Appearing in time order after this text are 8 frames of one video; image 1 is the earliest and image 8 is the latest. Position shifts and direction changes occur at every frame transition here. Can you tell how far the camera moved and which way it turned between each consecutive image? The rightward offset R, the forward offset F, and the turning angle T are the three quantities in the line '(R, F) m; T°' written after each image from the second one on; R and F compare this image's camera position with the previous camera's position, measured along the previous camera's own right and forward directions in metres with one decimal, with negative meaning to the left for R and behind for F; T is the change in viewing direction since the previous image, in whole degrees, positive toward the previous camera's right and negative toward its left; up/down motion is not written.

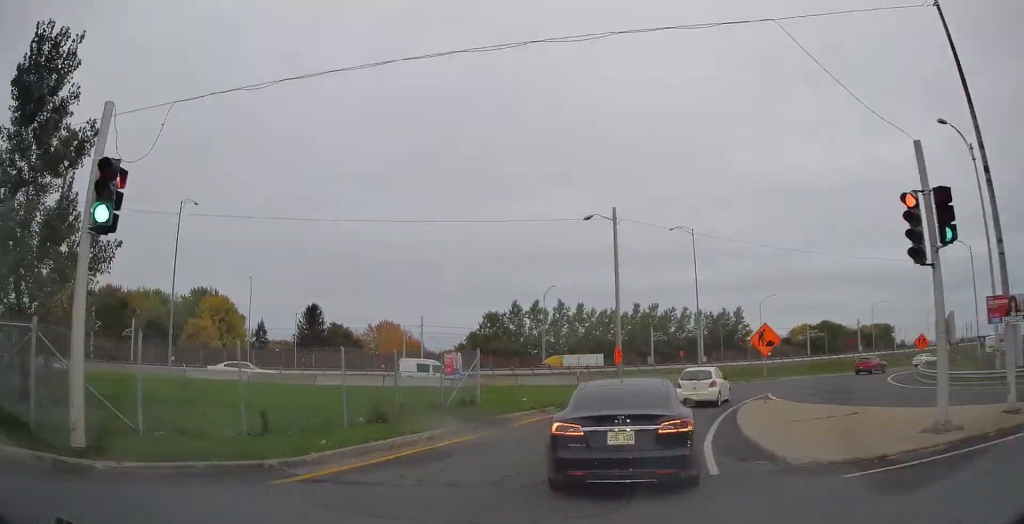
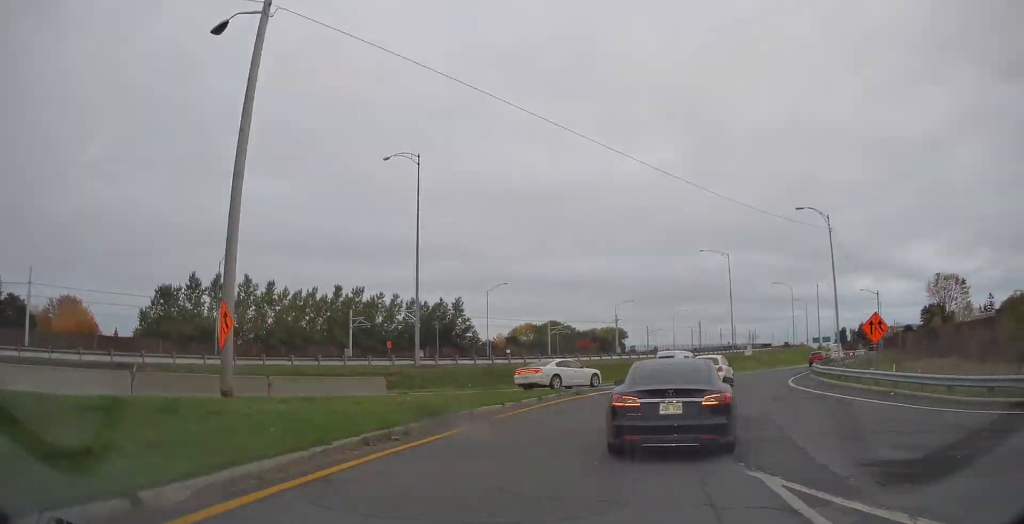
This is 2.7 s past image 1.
(+0.2, +25.0) m; +16°
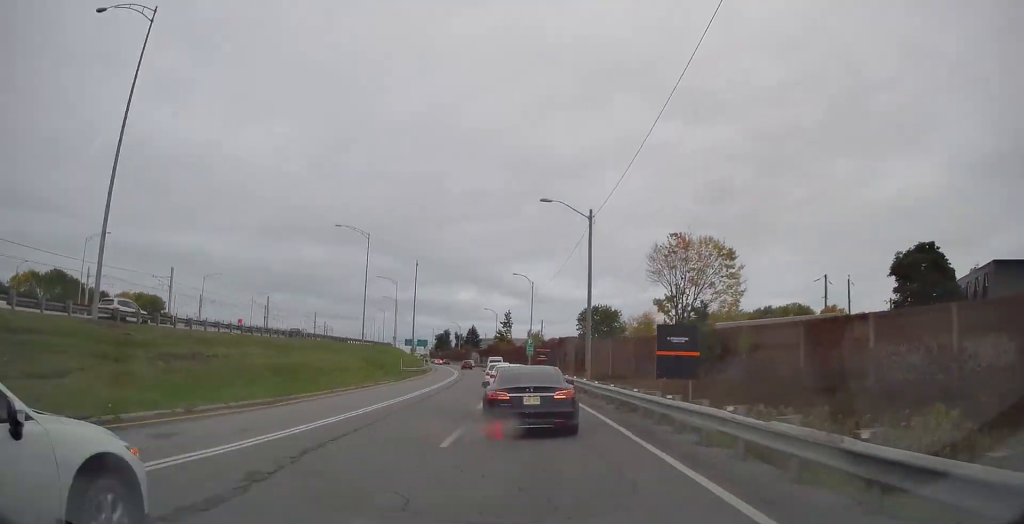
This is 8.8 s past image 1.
(+24.7, +69.8) m; +21°
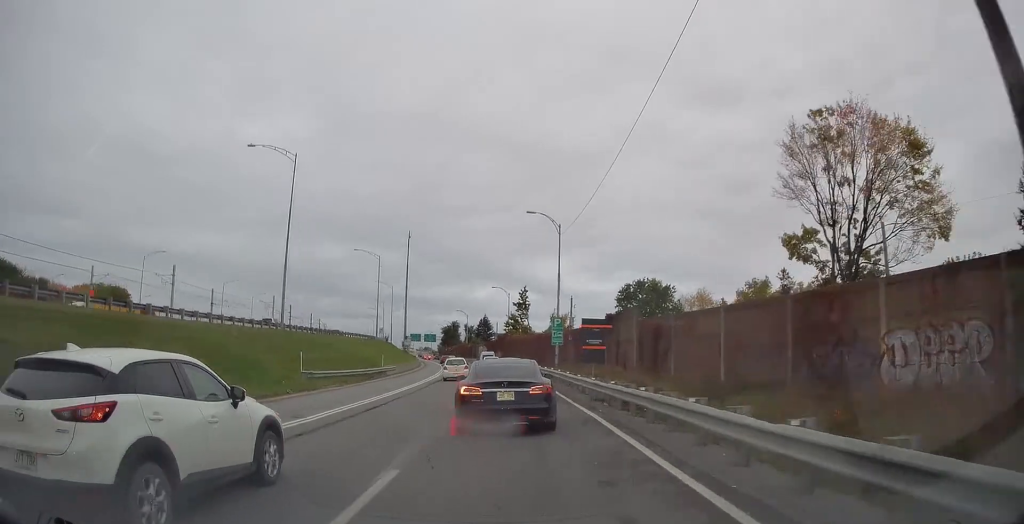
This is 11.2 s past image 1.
(+0.4, +32.8) m; -1°
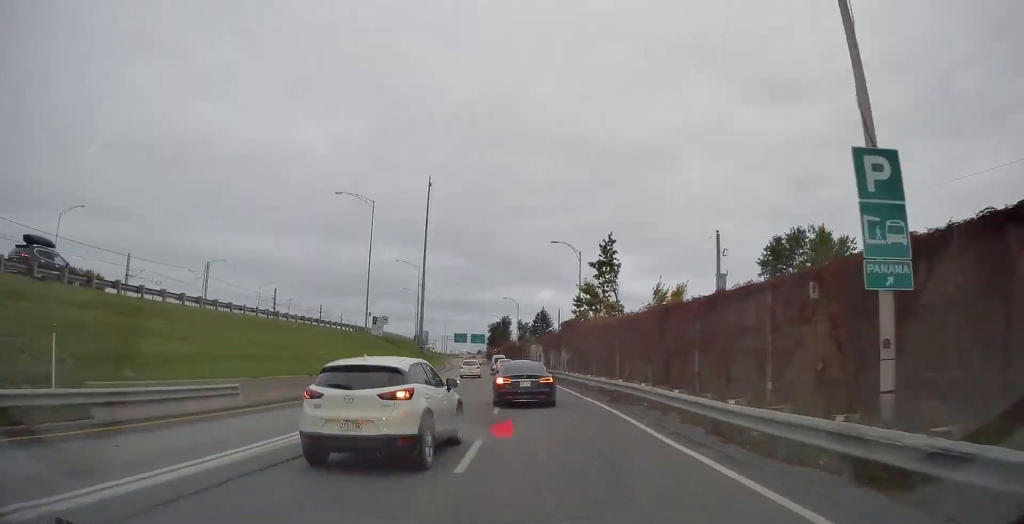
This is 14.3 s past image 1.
(-1.5, +44.4) m; -5°
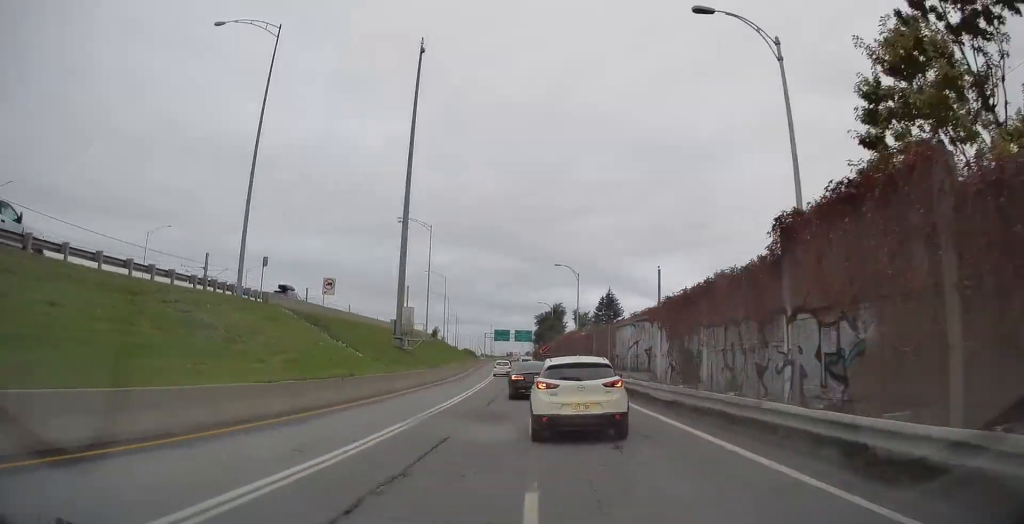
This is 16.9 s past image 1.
(-1.8, +41.6) m; -3°
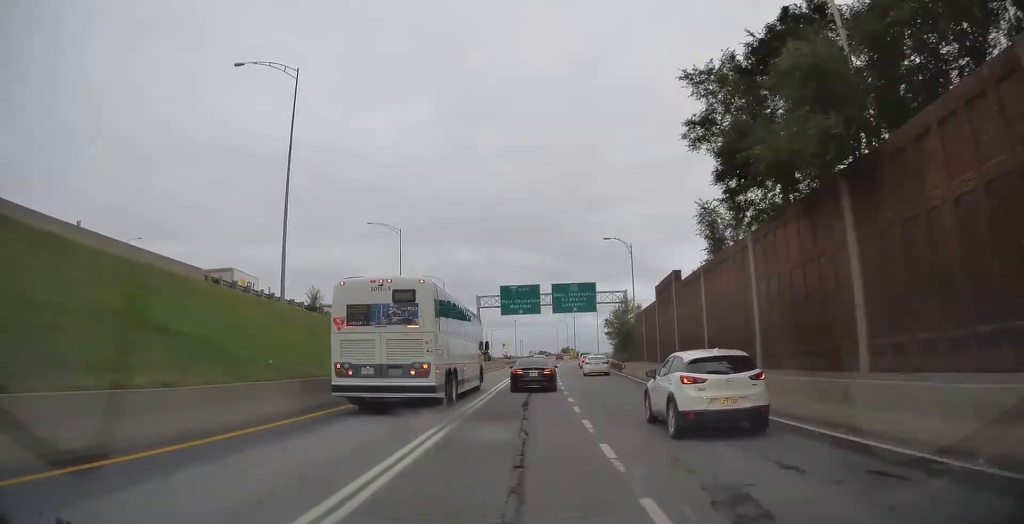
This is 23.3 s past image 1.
(-3.3, +105.4) m; -1°
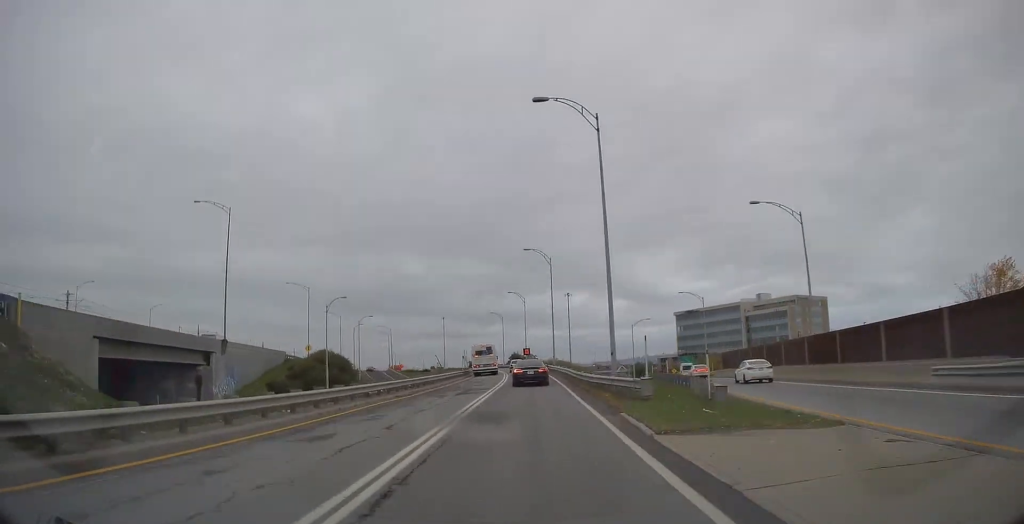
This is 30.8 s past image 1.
(+4.4, +131.8) m; +2°
